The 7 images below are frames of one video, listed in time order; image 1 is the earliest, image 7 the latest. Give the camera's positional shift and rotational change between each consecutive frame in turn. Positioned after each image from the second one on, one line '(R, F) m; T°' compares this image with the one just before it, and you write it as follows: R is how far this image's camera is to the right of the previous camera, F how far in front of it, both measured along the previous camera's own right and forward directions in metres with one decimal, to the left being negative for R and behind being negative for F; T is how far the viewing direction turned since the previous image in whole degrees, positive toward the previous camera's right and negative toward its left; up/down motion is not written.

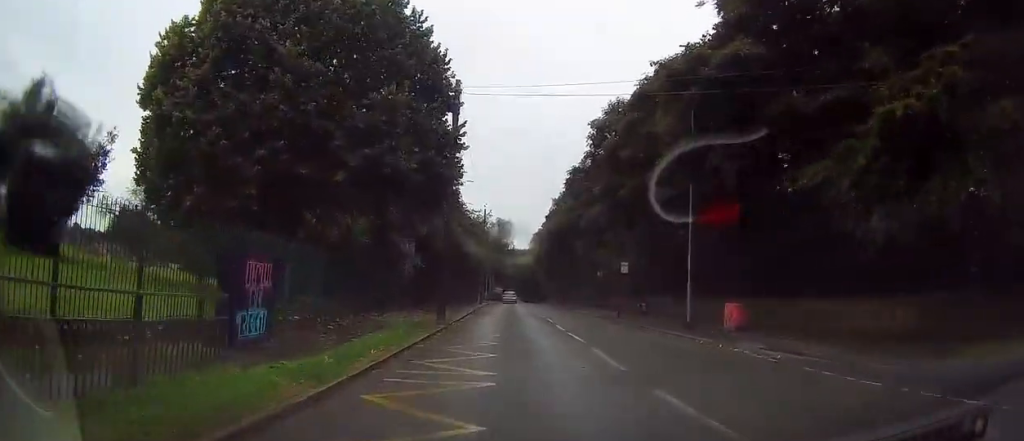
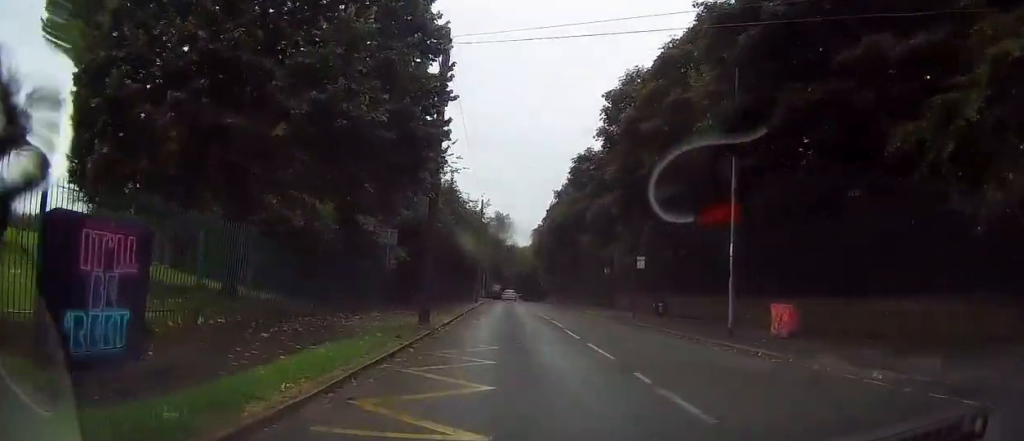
(0.0, +4.7) m; +1°
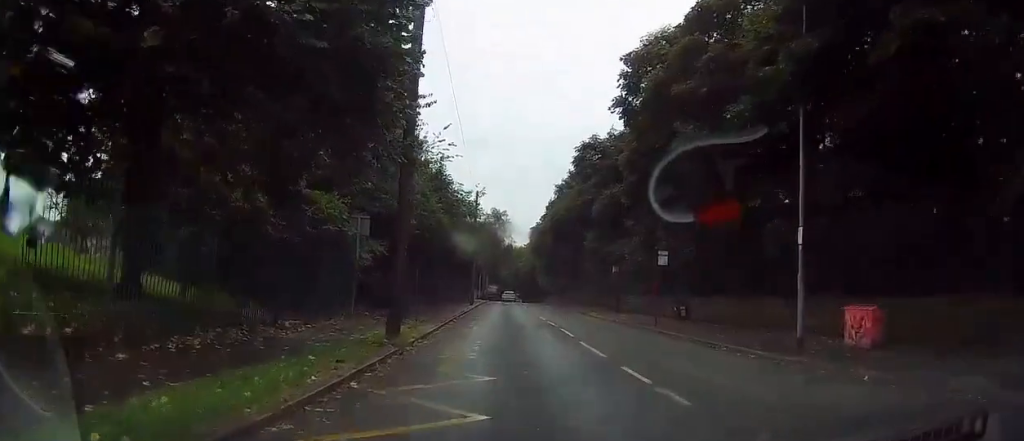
(+0.1, +5.0) m; +1°
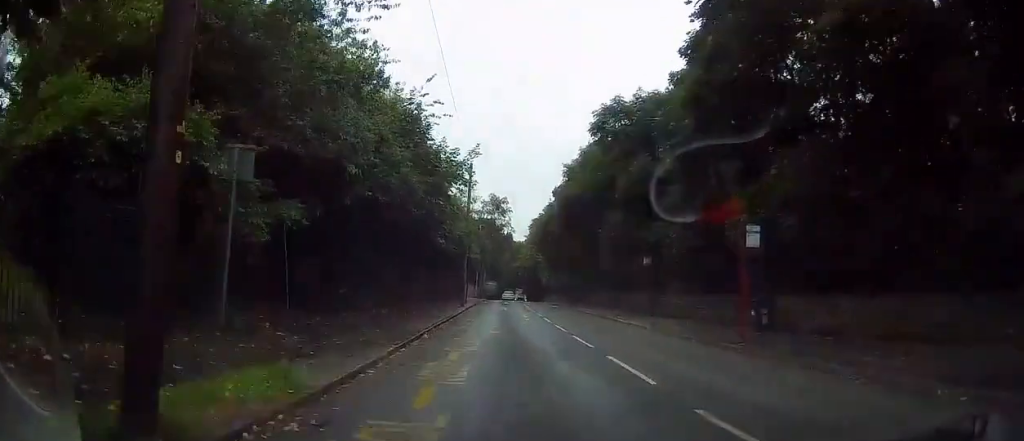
(+0.1, +9.9) m; +1°
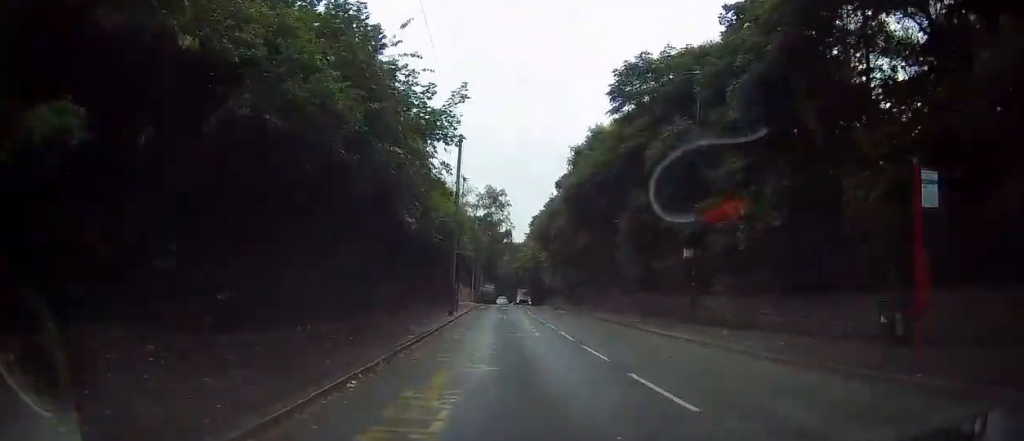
(+0.1, +8.0) m; 0°
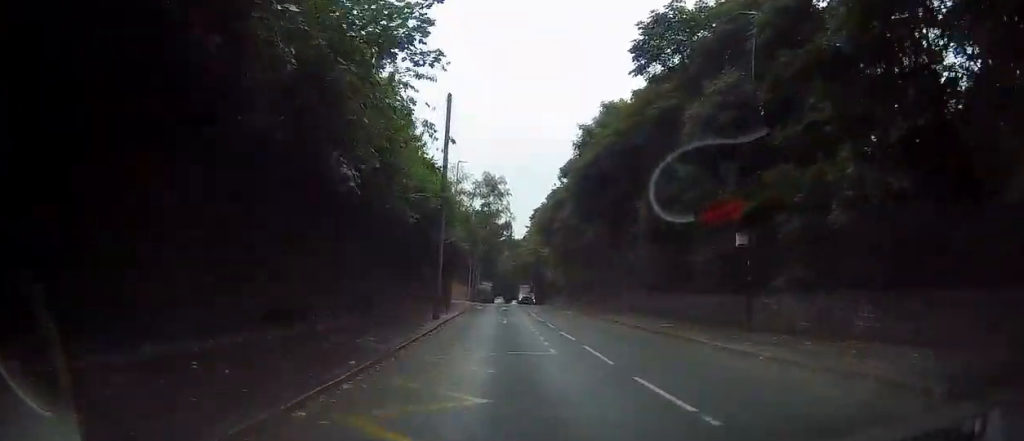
(-0.1, +6.3) m; -1°
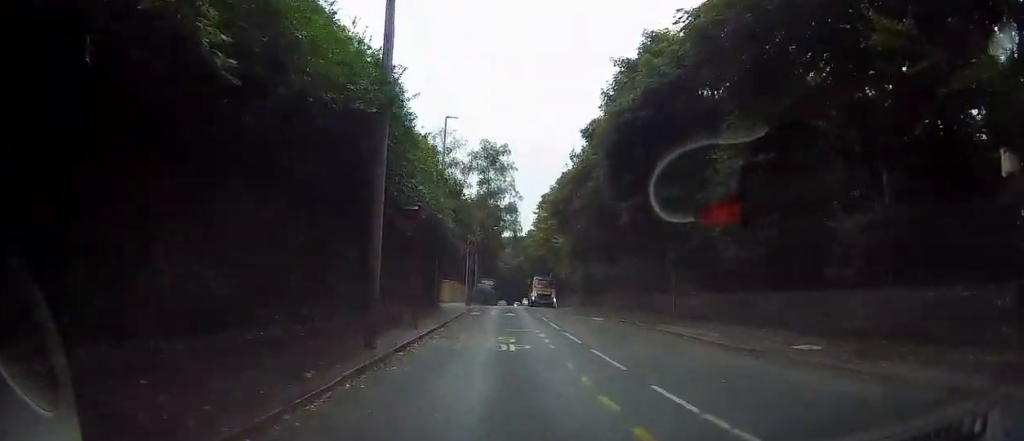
(-0.4, +12.6) m; 0°
